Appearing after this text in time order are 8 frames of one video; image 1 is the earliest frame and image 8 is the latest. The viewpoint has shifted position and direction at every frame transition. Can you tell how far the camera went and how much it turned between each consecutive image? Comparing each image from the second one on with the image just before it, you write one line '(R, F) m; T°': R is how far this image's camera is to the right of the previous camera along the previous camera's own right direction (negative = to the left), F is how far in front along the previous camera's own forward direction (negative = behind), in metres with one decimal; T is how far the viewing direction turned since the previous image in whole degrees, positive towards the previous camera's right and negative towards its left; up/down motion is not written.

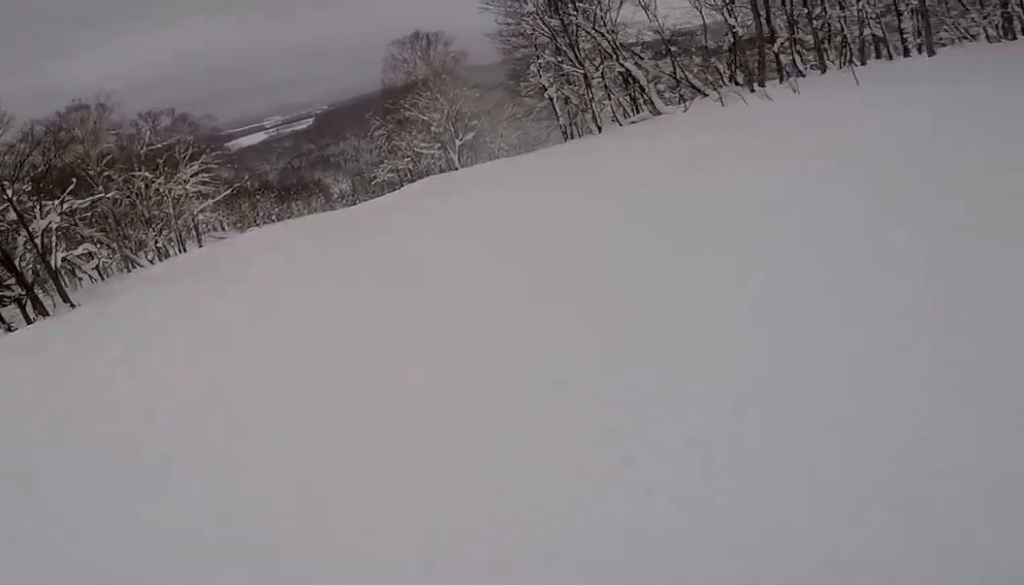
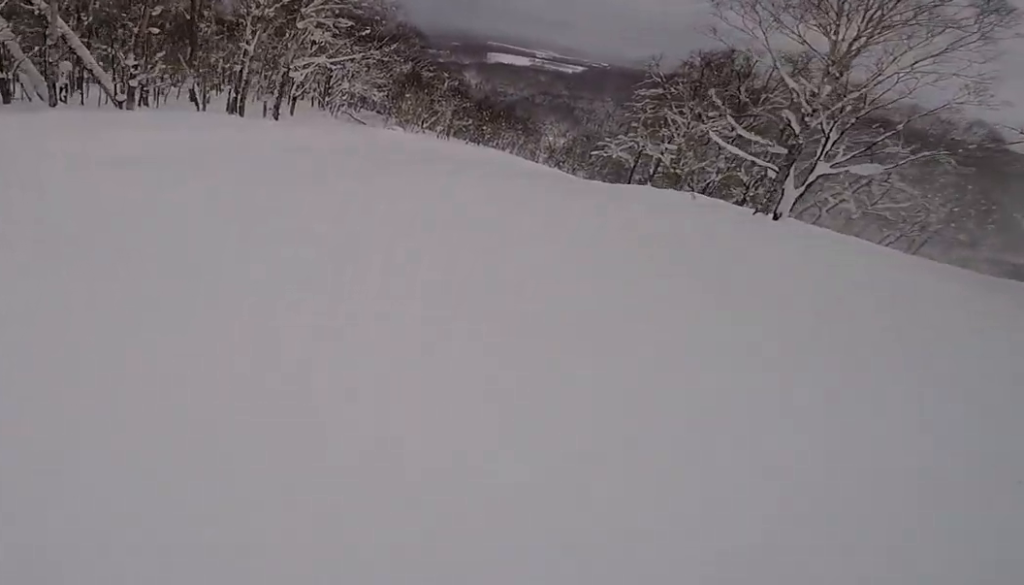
(-4.9, +27.8) m; -23°
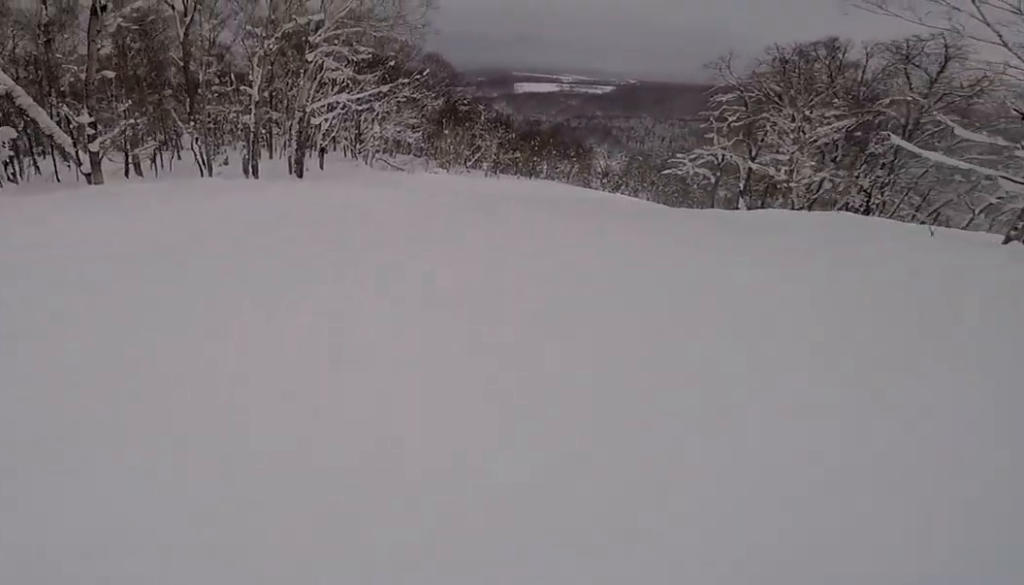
(-0.9, +7.4) m; +1°
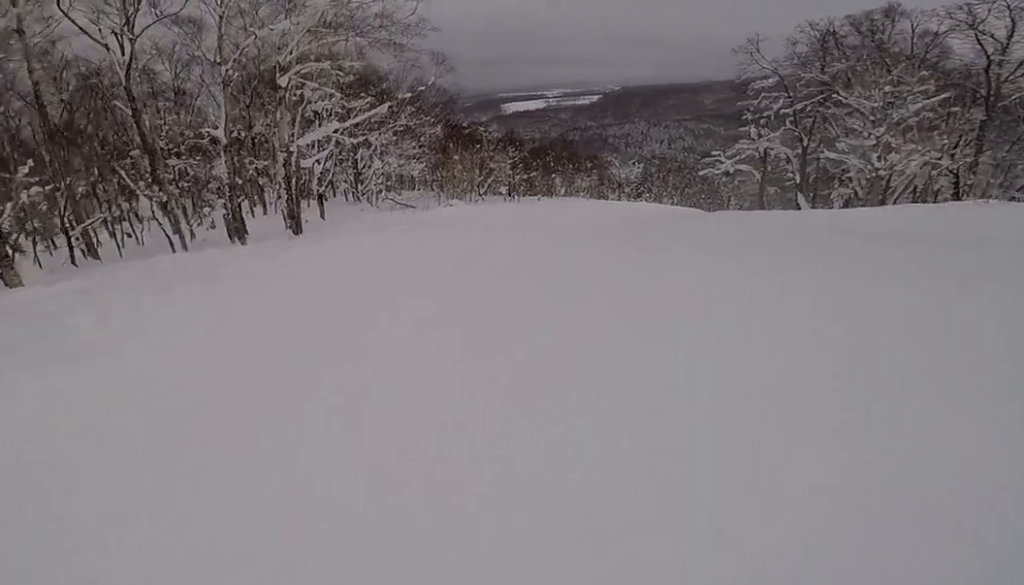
(+0.4, +6.0) m; +4°
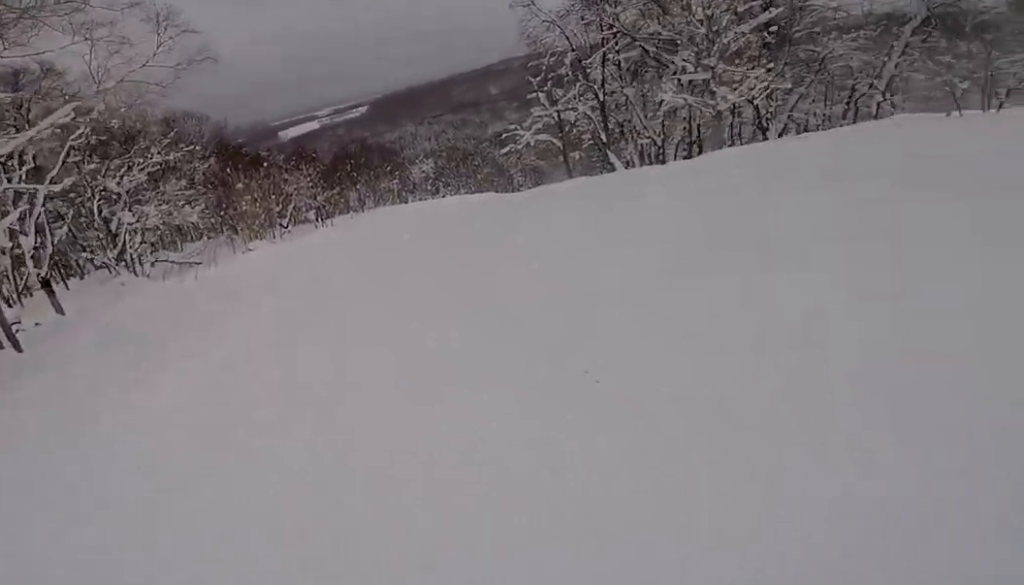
(+0.9, +10.4) m; +11°
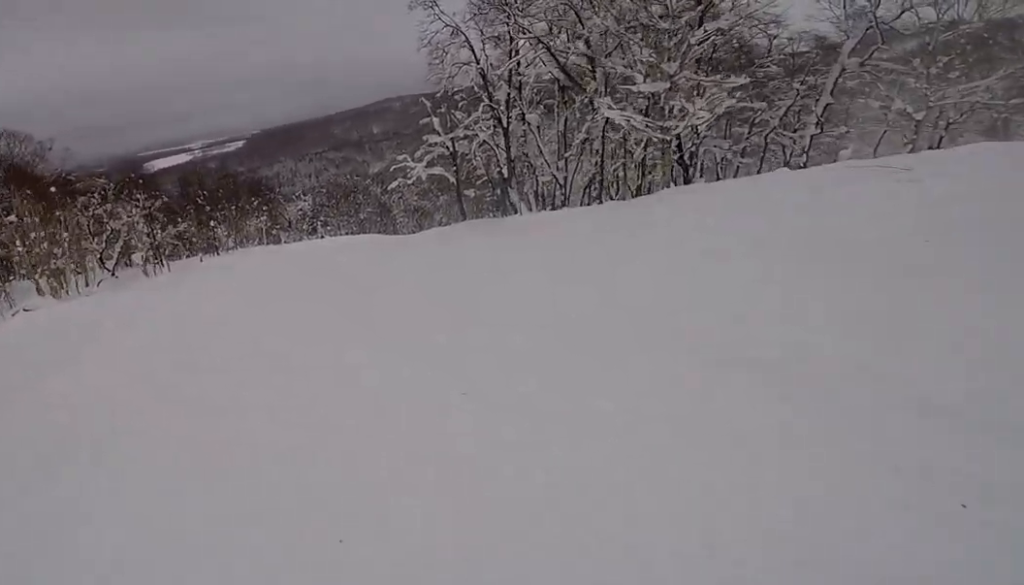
(+0.7, +8.7) m; +9°
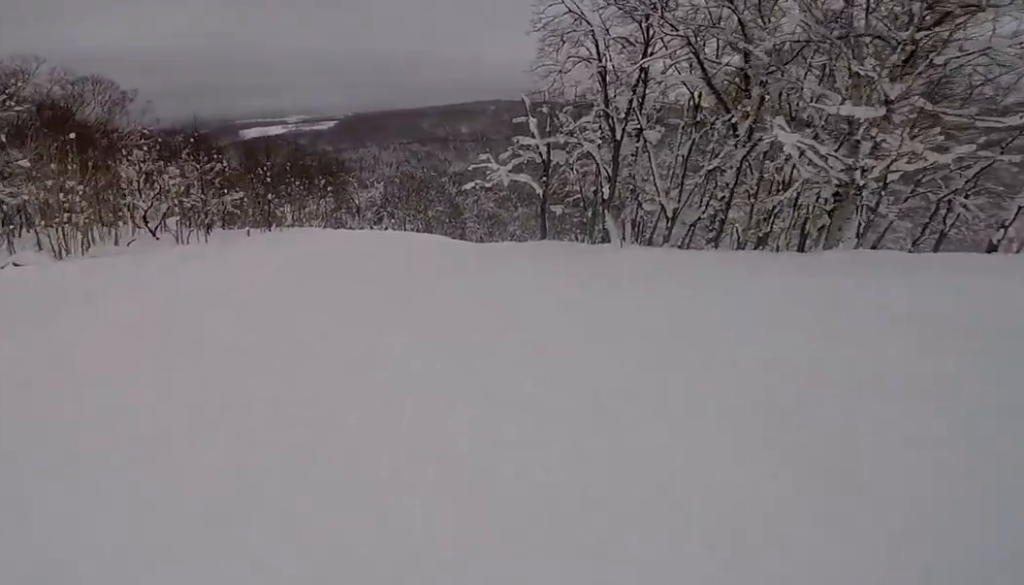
(+0.7, +4.8) m; +4°
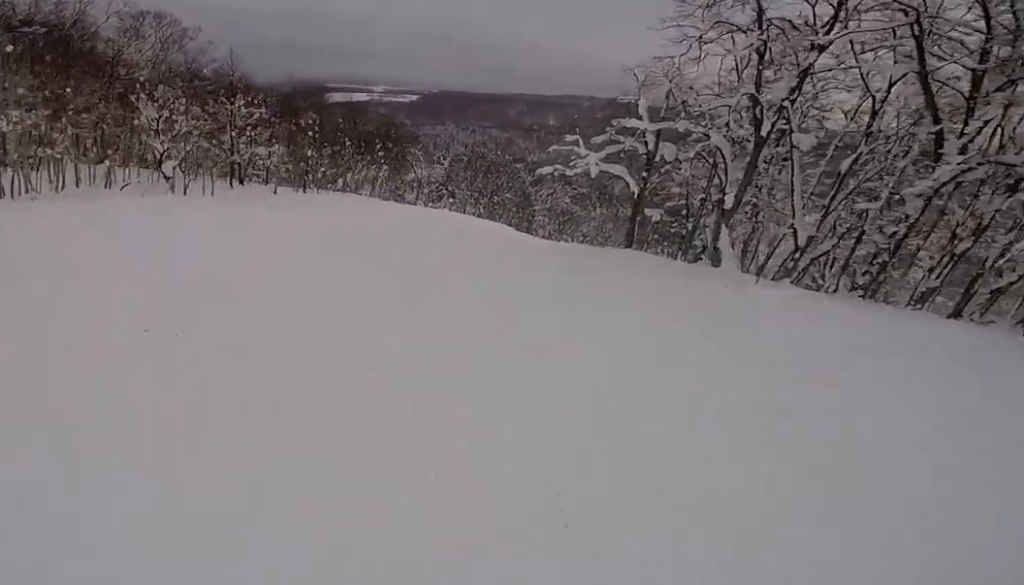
(-0.3, +6.6) m; -6°
